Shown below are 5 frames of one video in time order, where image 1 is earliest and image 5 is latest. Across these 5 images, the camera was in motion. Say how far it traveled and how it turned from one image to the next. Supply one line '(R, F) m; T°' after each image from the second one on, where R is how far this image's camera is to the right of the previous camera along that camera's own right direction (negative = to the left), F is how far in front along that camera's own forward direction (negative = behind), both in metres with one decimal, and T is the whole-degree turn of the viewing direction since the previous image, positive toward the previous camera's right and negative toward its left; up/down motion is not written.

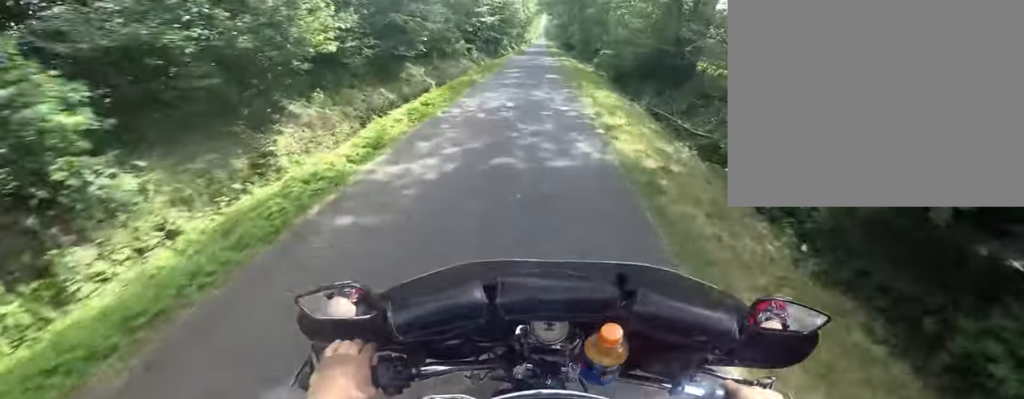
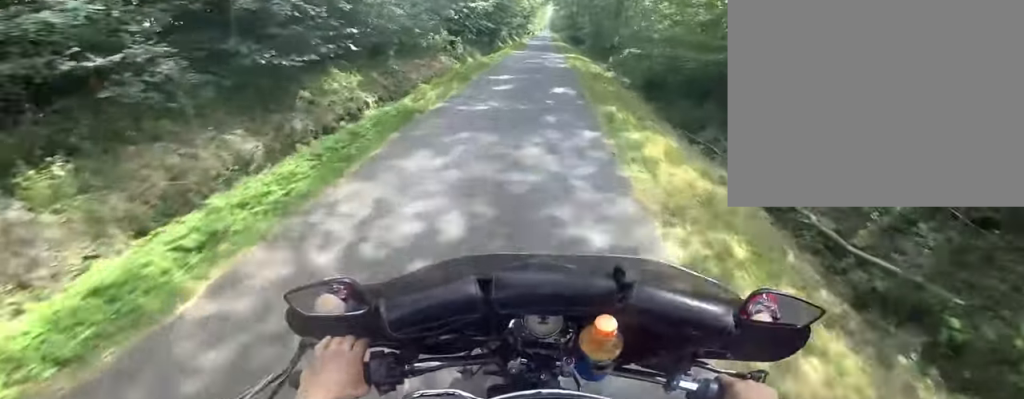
(+0.7, +5.5) m; +5°
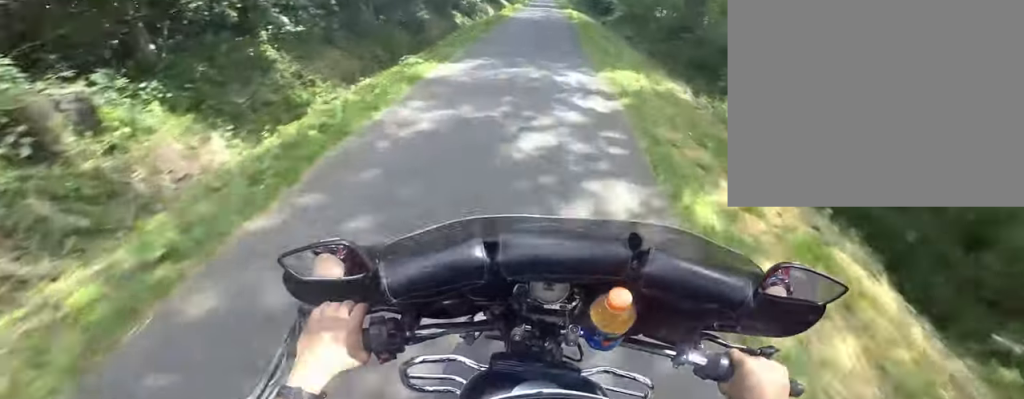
(+0.2, +17.6) m; -1°
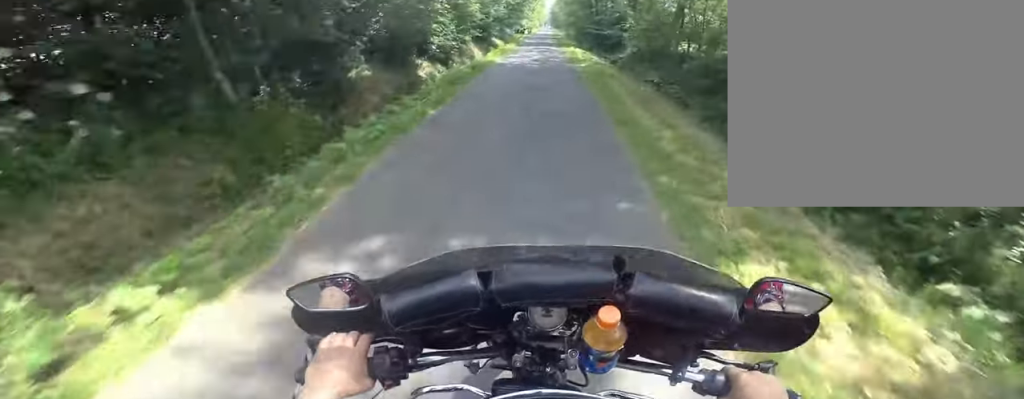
(-0.1, +5.5) m; -2°
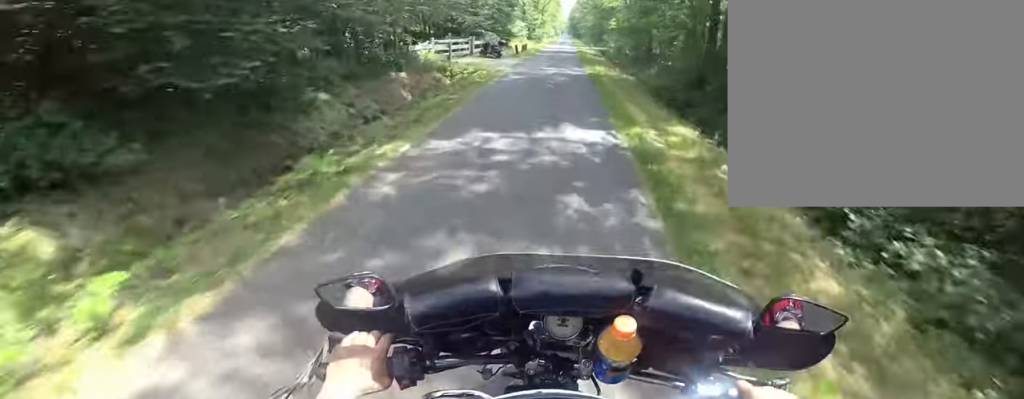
(-1.2, +34.5) m; -1°
